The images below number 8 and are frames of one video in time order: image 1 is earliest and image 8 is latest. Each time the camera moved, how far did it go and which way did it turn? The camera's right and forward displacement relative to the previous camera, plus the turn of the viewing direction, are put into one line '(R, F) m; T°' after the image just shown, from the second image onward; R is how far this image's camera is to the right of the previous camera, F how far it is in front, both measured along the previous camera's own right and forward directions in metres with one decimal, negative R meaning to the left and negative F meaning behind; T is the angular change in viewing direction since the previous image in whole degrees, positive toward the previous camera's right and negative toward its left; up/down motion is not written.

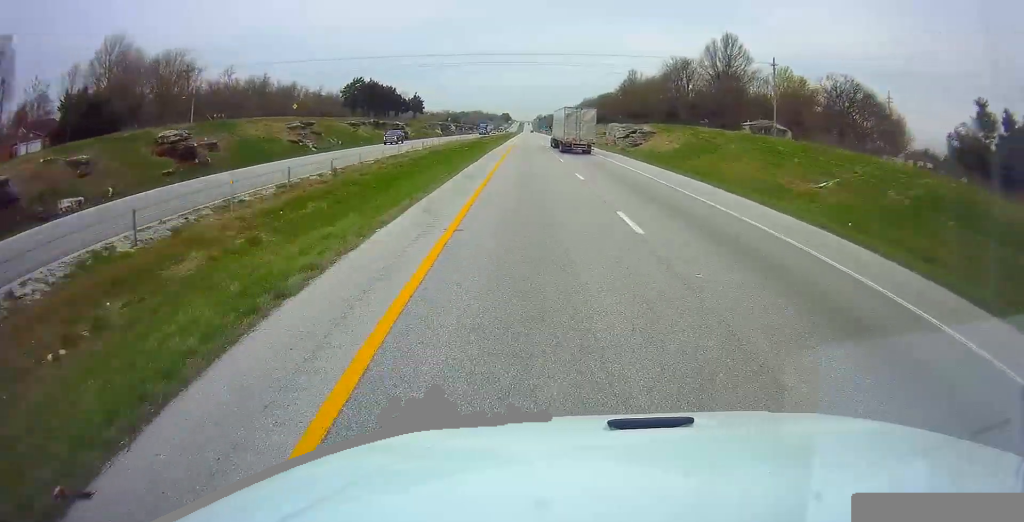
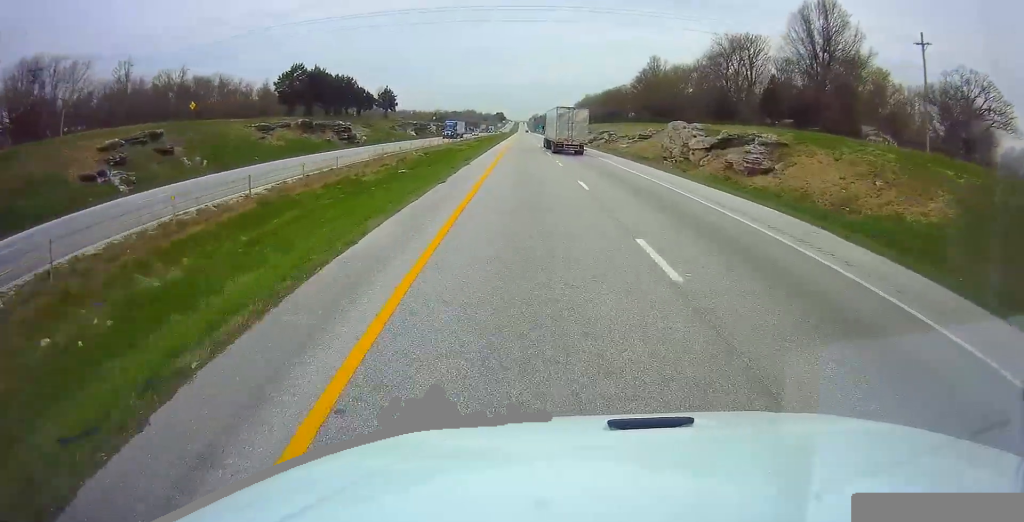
(0.0, +40.3) m; 0°
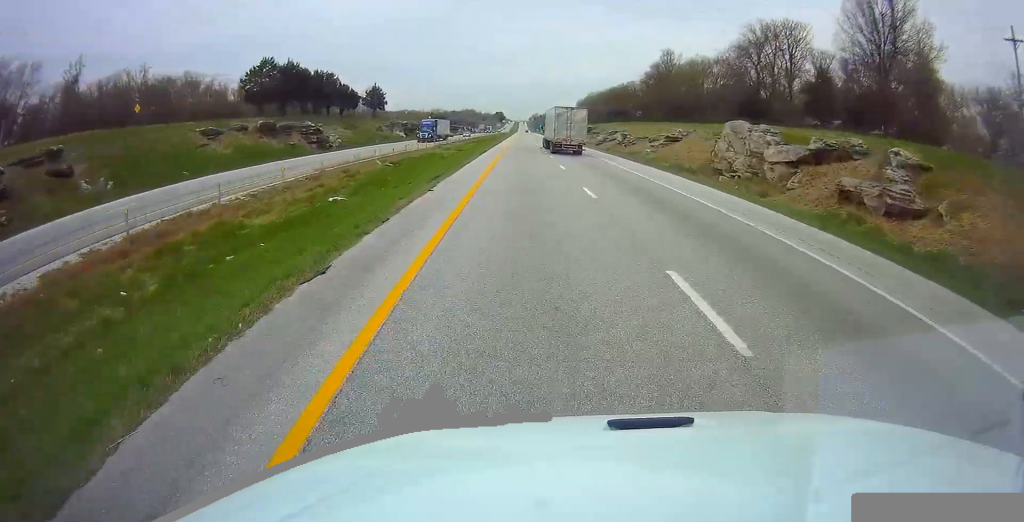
(0.0, +14.8) m; 0°
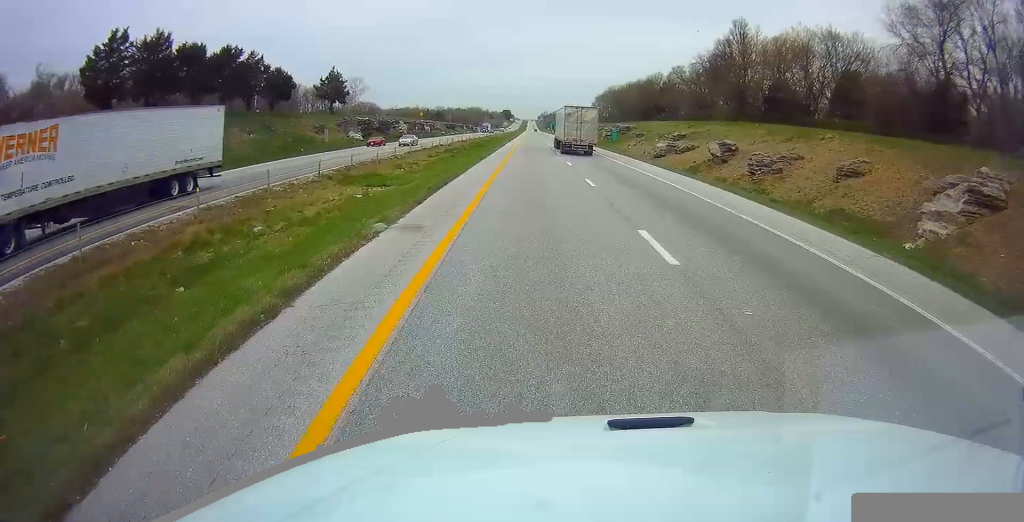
(0.0, +45.2) m; 0°
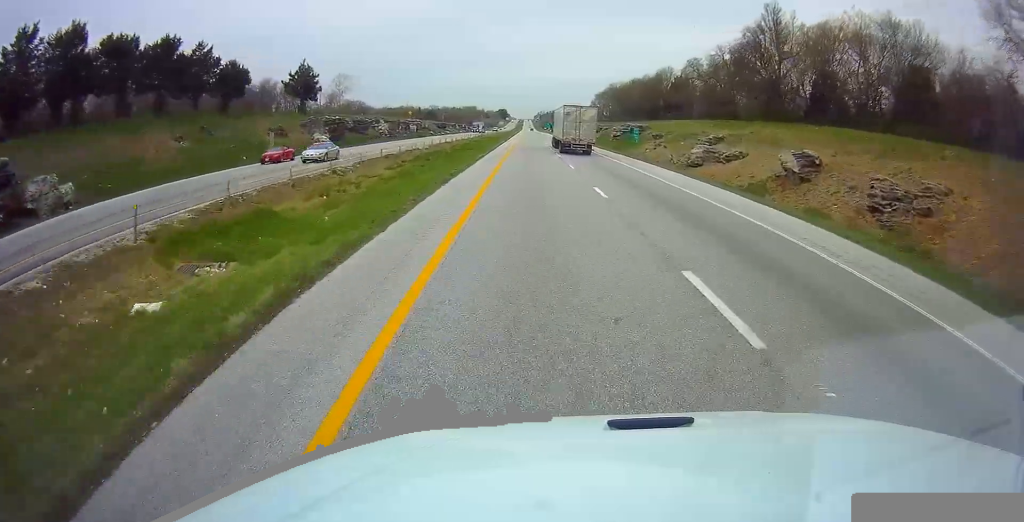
(0.0, +15.8) m; 0°
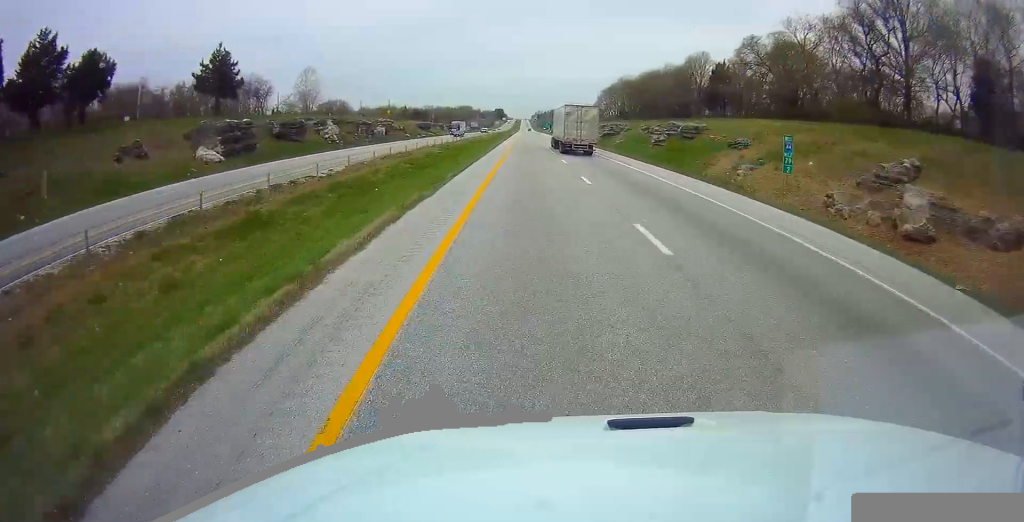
(0.0, +32.5) m; 0°
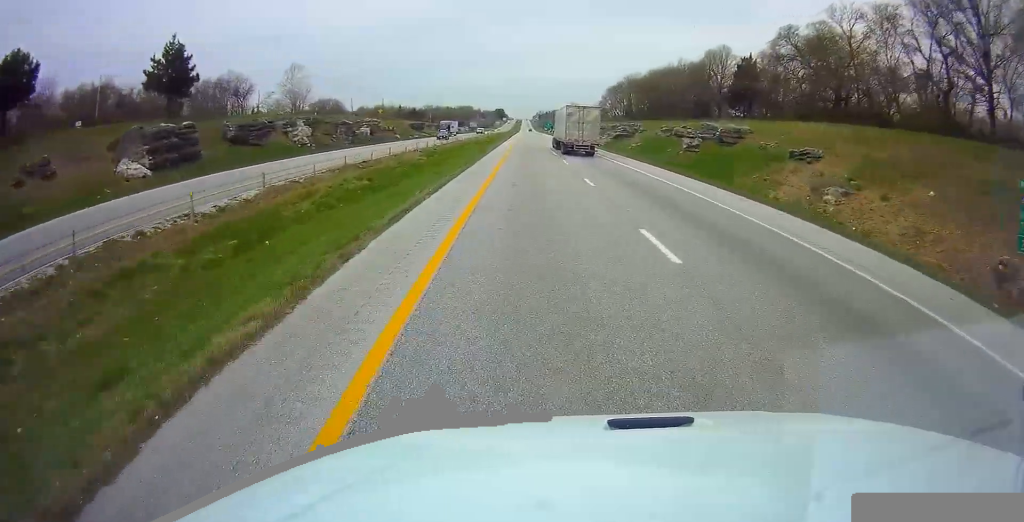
(+0.1, +12.8) m; 0°
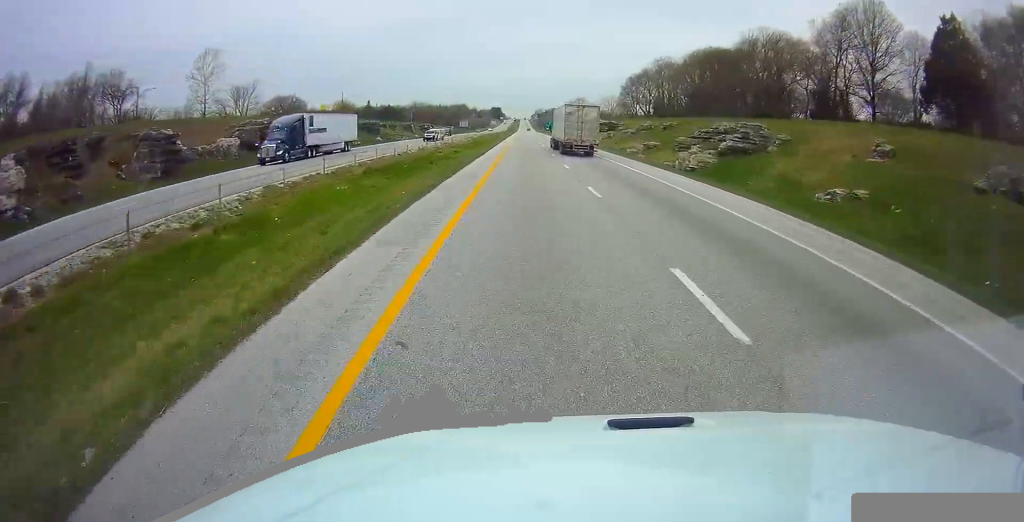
(0.0, +52.2) m; 0°
